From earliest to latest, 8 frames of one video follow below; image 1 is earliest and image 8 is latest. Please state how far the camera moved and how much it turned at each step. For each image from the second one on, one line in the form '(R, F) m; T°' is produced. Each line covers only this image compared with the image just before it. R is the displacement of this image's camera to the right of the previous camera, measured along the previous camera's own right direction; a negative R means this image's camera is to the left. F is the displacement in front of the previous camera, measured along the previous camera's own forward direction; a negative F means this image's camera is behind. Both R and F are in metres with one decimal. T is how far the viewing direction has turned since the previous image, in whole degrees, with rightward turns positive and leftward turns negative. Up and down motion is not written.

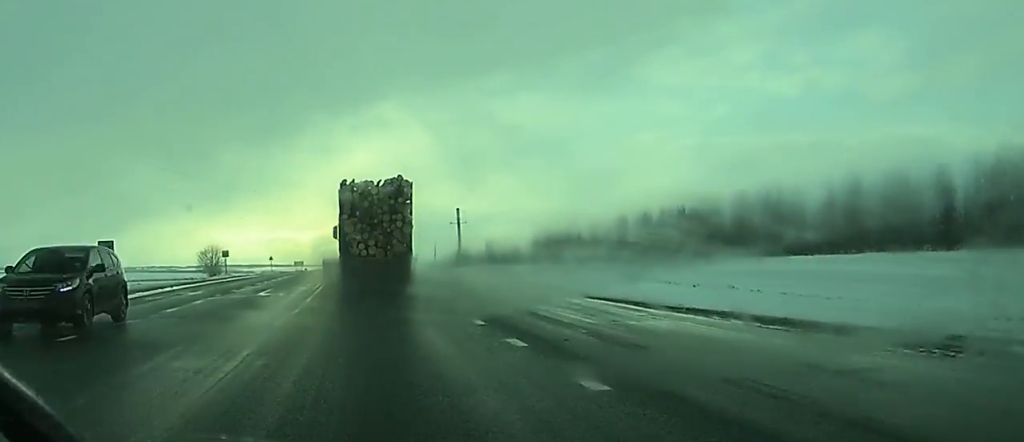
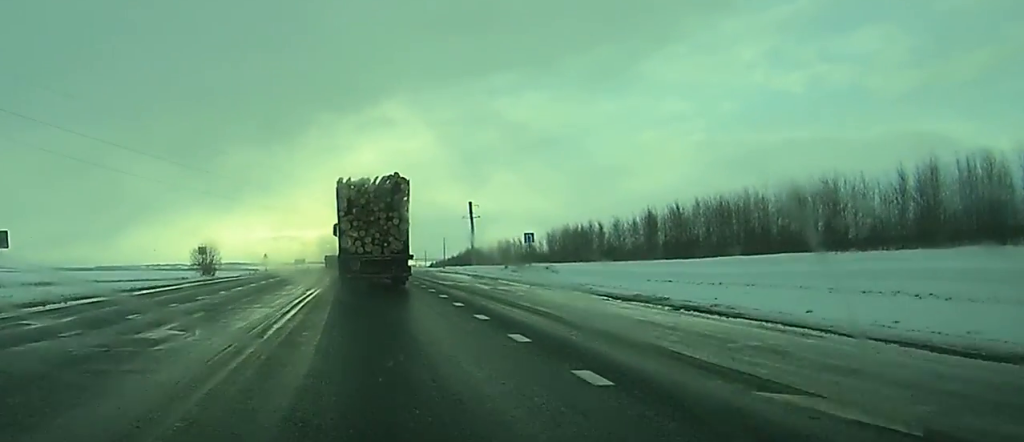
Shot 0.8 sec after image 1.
(-0.1, +16.0) m; -1°
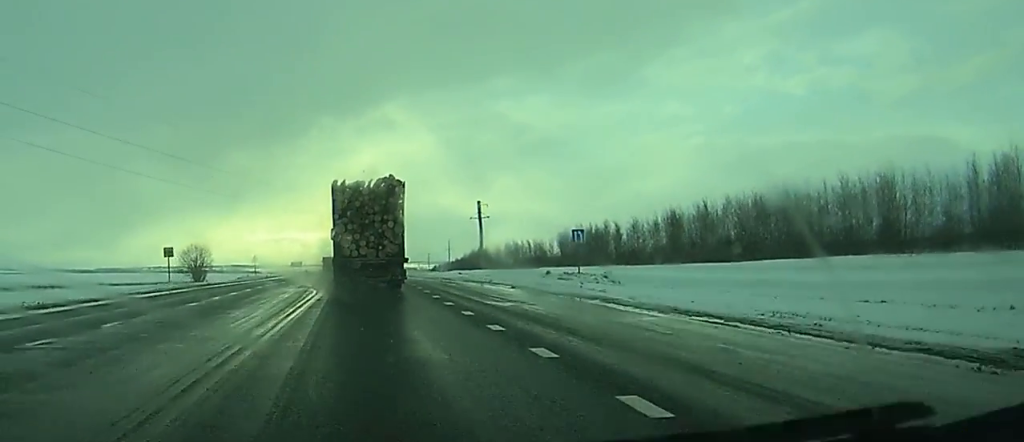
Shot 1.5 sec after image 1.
(-0.1, +13.6) m; 0°
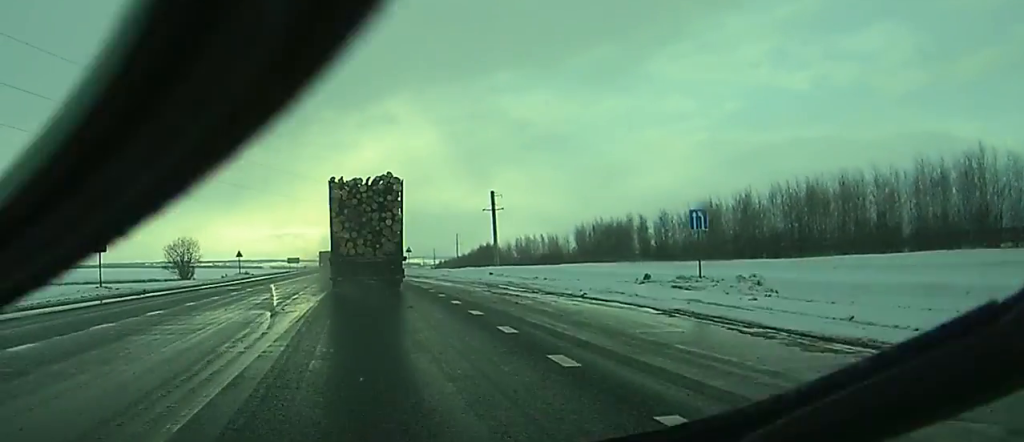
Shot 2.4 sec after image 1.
(-0.1, +16.9) m; 0°
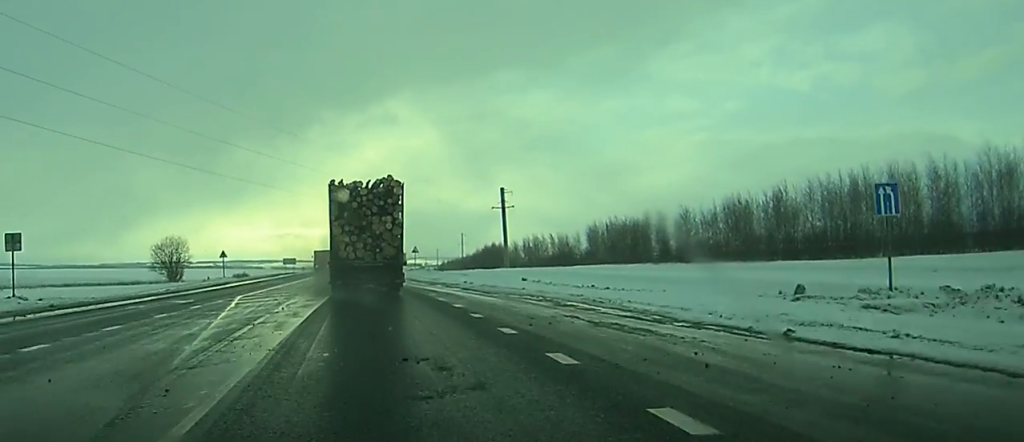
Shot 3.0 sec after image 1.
(+0.2, +11.7) m; 0°
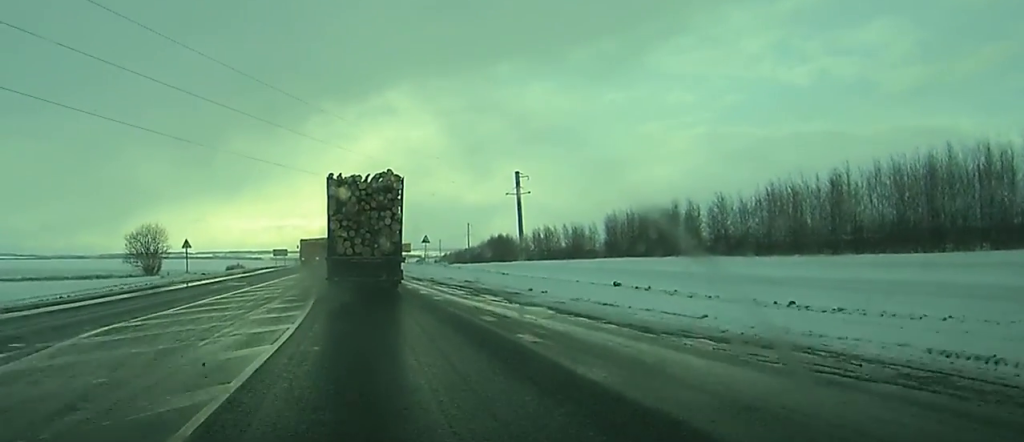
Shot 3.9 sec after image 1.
(-0.1, +17.6) m; 0°
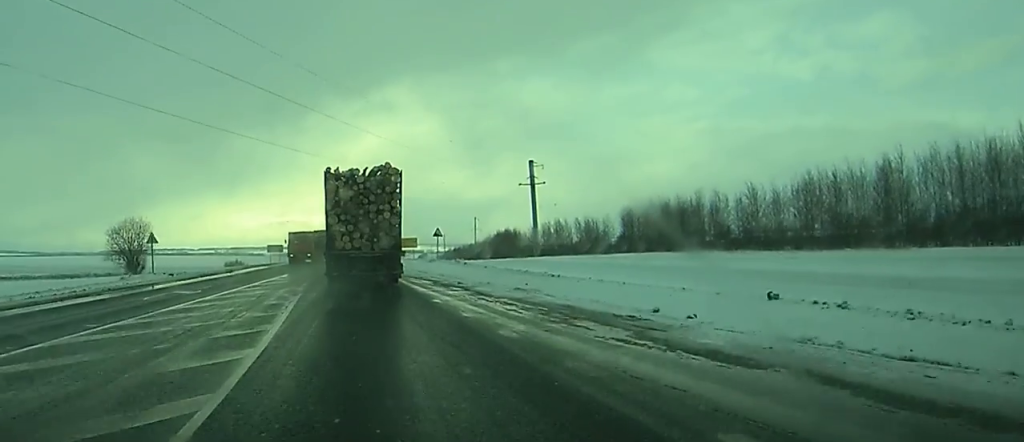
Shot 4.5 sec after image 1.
(0.0, +11.6) m; 0°
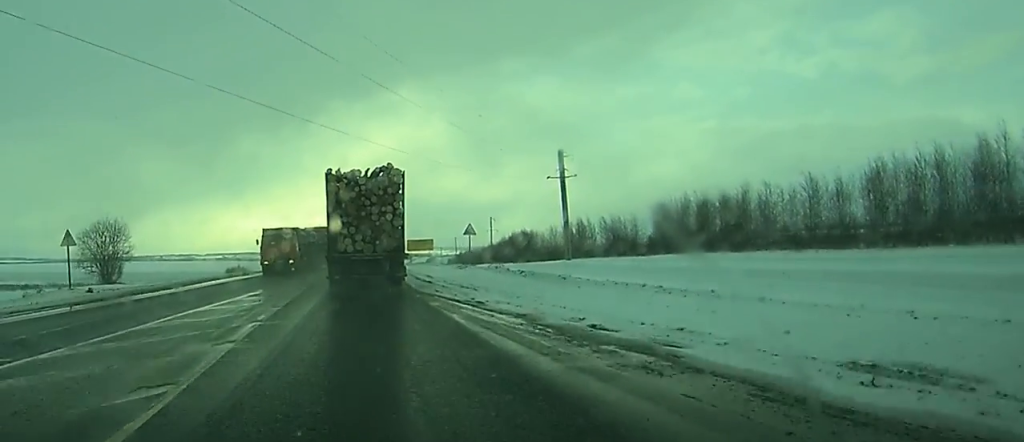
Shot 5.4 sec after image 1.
(-0.1, +17.3) m; -1°
